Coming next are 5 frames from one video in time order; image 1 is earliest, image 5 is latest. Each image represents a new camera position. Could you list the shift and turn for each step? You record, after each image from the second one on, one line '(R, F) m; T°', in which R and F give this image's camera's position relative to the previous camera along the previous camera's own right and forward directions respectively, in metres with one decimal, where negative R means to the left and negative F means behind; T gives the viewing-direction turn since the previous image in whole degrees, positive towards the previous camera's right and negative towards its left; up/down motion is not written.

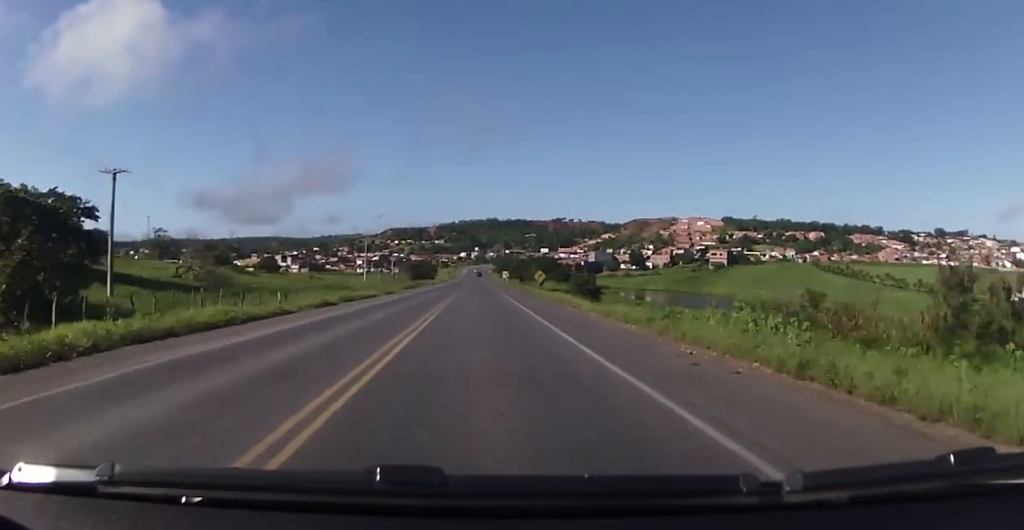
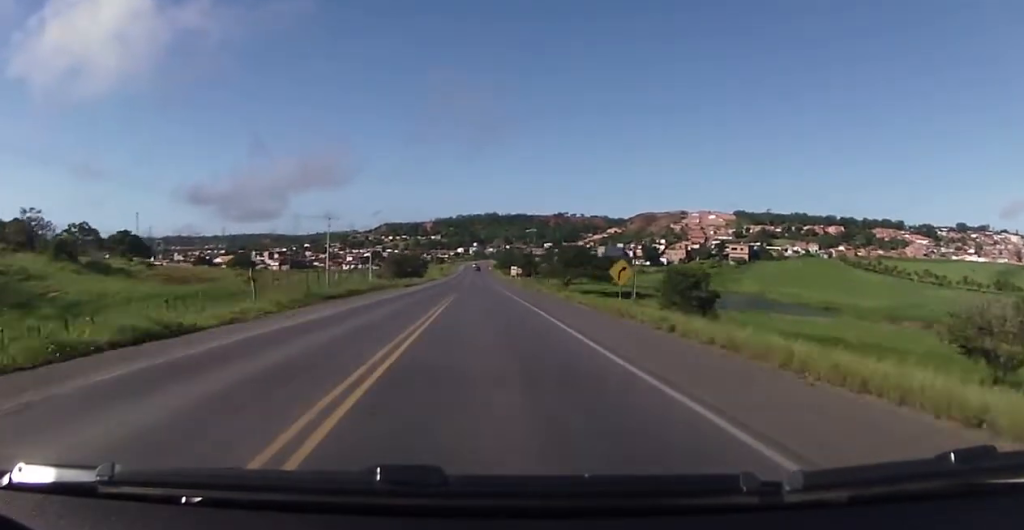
(-0.3, +38.3) m; 0°
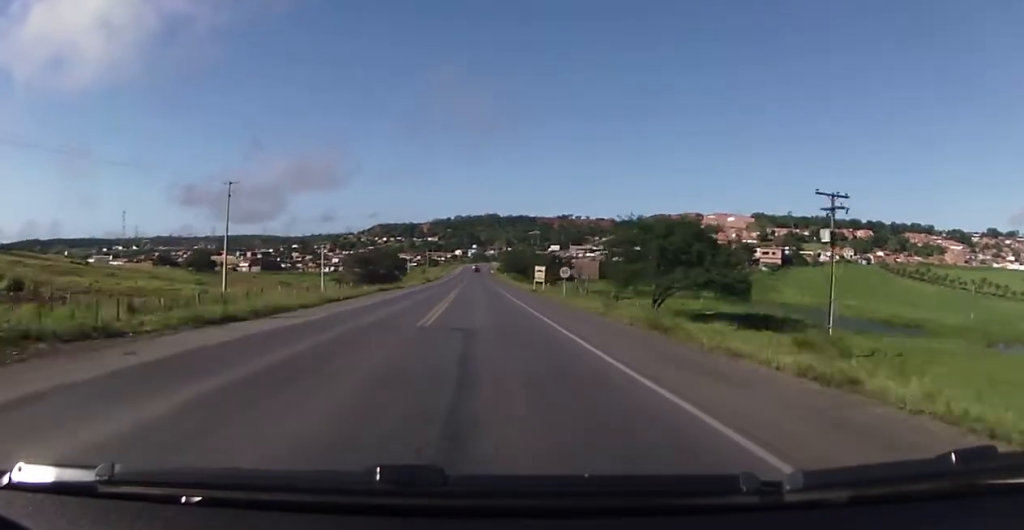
(+0.3, +48.5) m; 0°
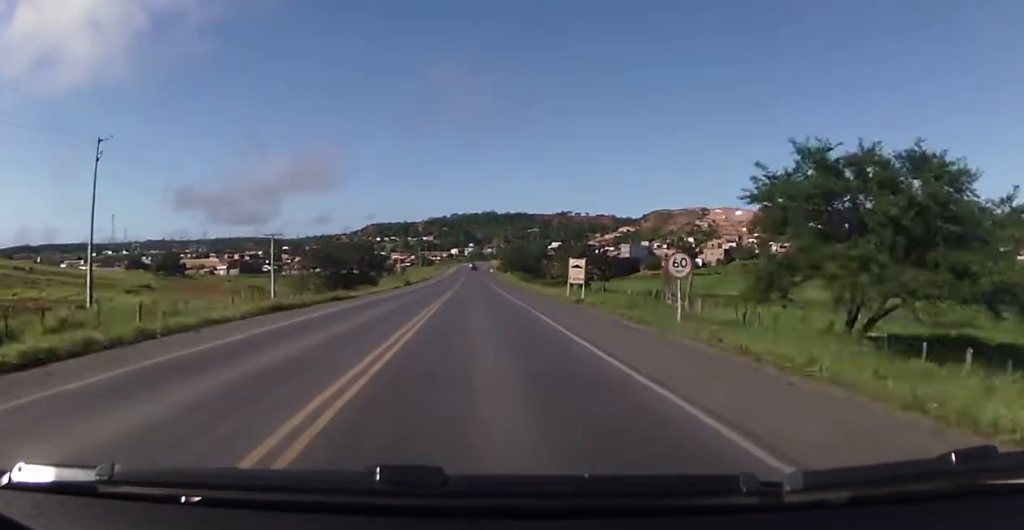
(-0.3, +25.8) m; 0°
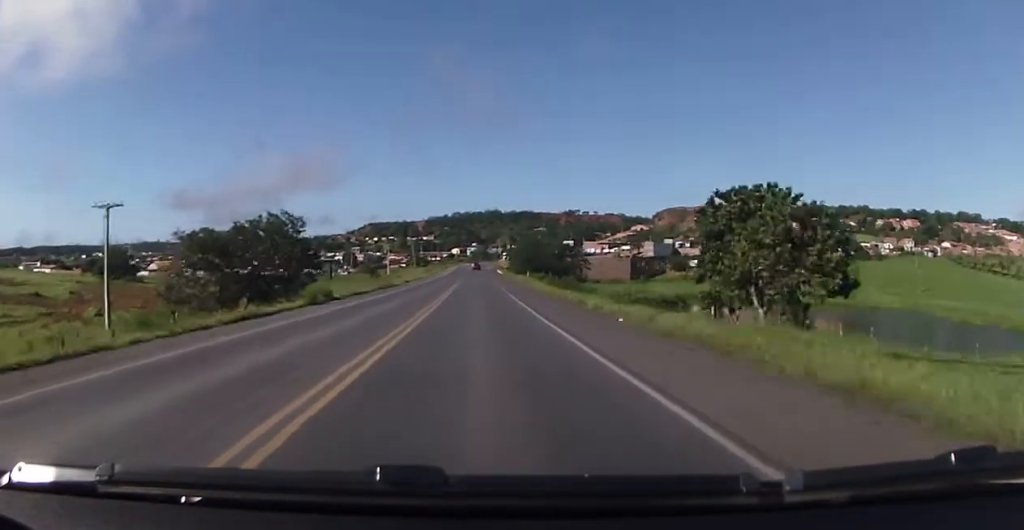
(+0.2, +40.9) m; 0°
